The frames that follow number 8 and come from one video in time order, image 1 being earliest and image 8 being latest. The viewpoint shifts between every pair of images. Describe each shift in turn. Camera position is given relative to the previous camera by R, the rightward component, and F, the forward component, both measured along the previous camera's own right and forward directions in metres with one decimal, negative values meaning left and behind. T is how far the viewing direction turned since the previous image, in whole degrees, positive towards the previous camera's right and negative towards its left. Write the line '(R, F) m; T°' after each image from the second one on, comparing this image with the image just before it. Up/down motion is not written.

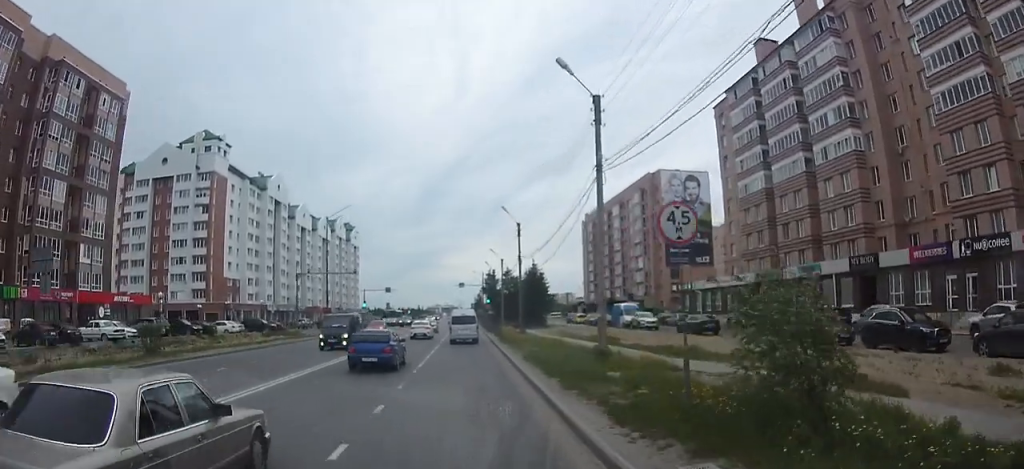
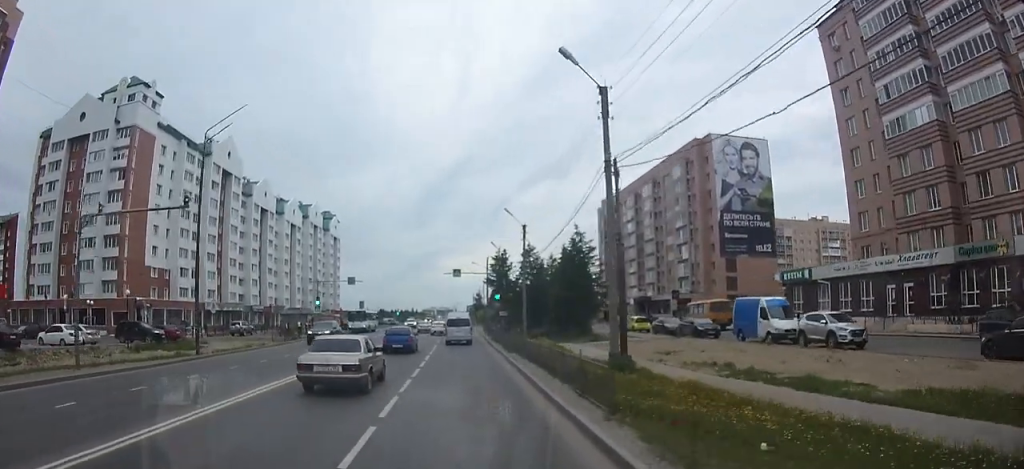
(-0.1, +30.3) m; 0°
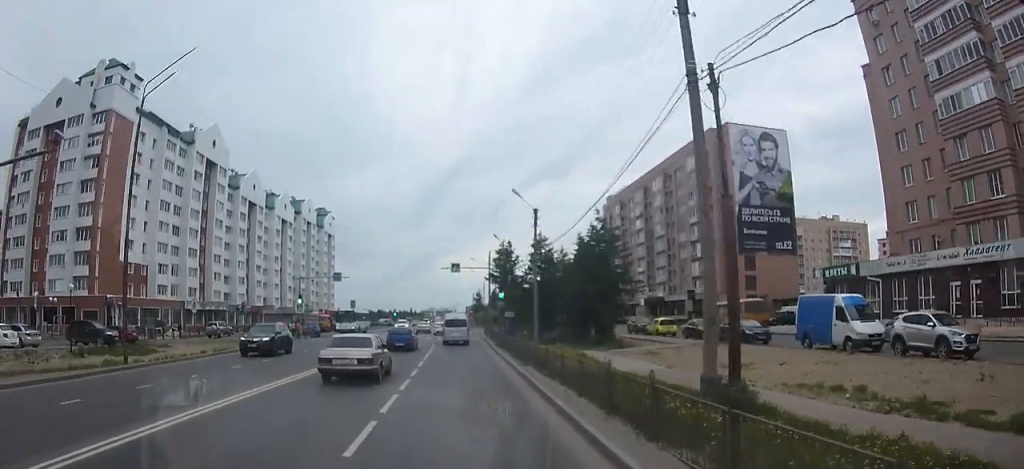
(0.0, +7.4) m; 0°
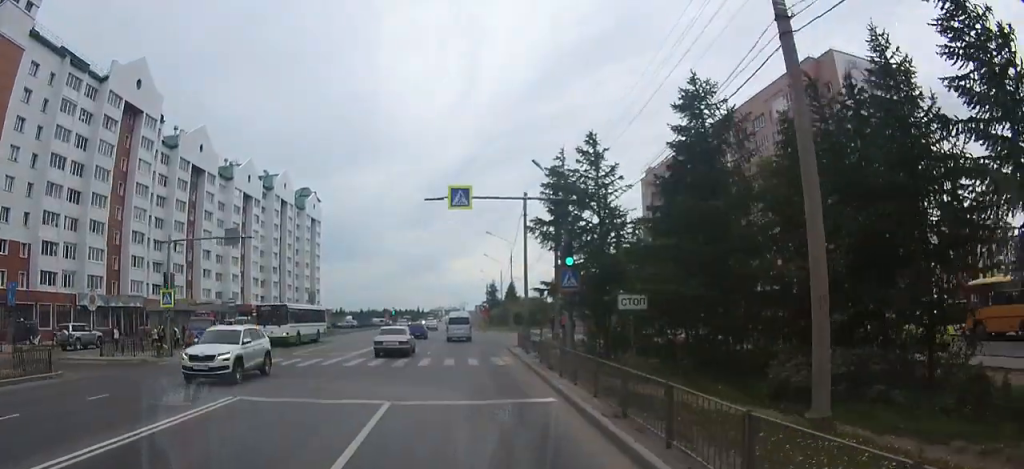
(-0.1, +29.9) m; -1°
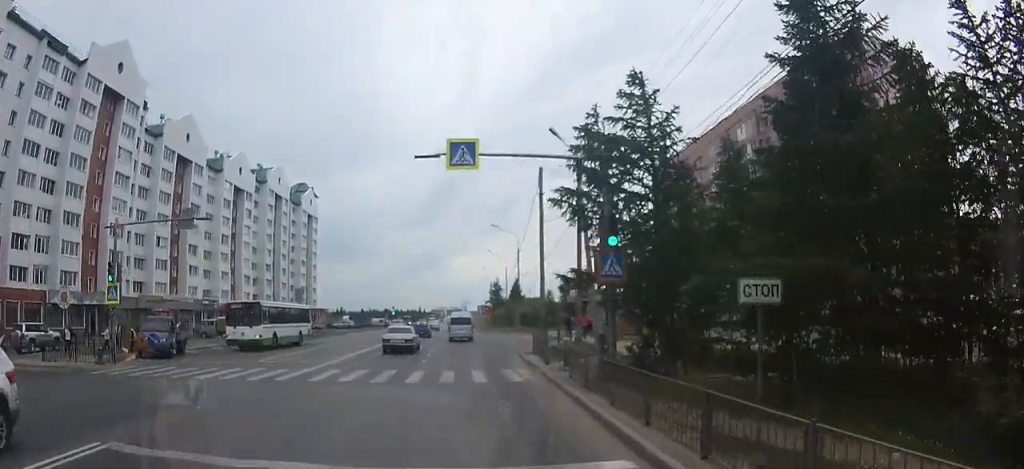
(0.0, +5.6) m; 0°
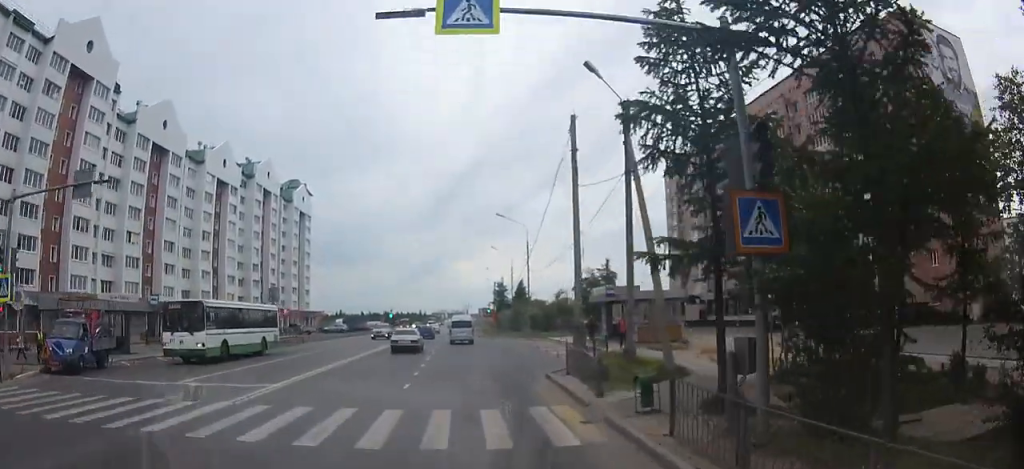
(0.0, +7.7) m; 0°
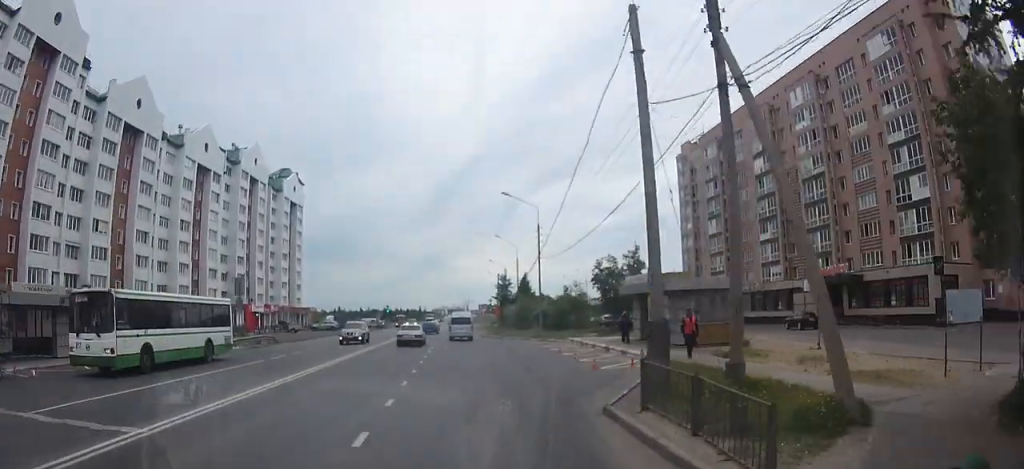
(0.0, +7.2) m; 0°
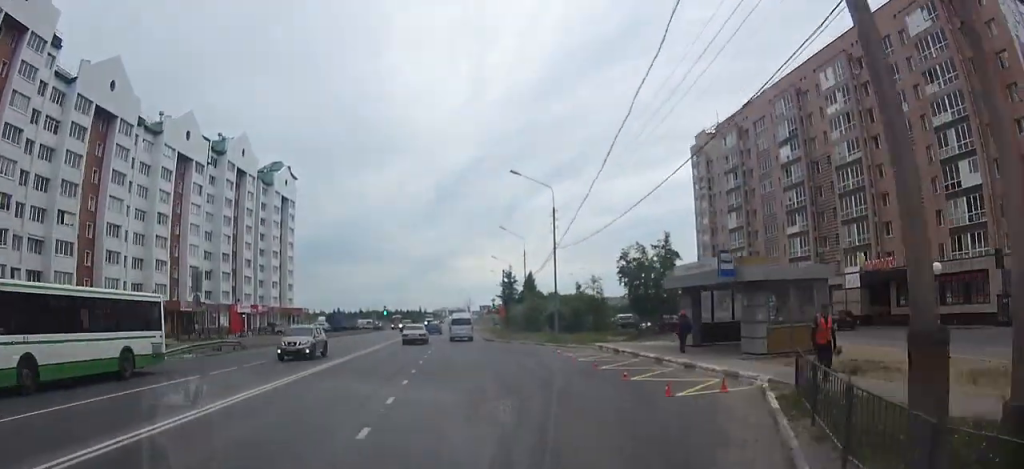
(0.0, +6.6) m; 0°
